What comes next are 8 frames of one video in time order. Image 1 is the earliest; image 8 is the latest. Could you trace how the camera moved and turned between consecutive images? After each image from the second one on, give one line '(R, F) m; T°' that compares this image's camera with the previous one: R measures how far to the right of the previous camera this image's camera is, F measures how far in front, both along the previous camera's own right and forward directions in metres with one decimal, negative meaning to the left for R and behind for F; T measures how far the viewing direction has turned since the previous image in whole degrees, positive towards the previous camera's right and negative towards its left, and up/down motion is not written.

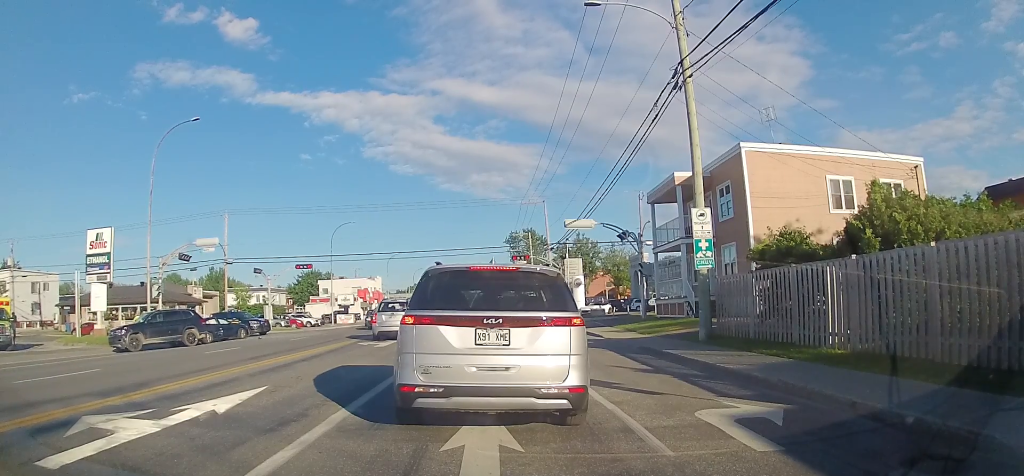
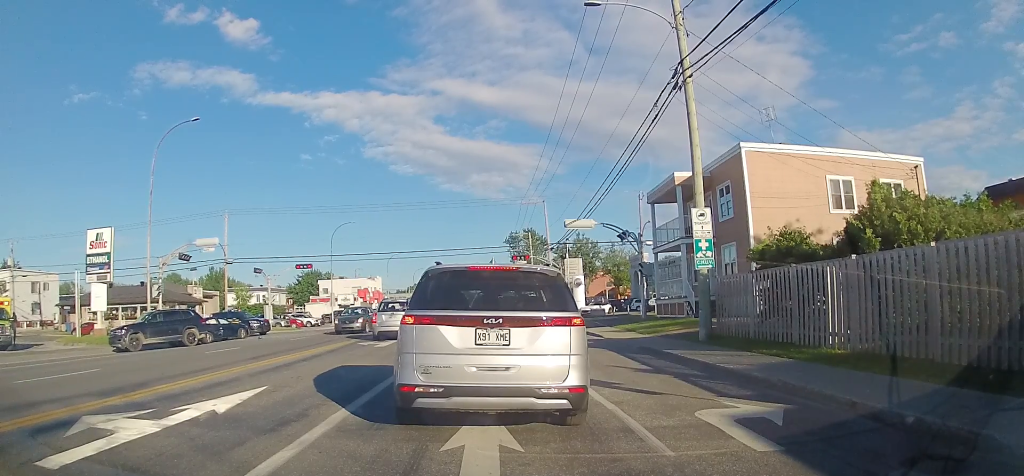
(0.0, 0.0) m; 0°
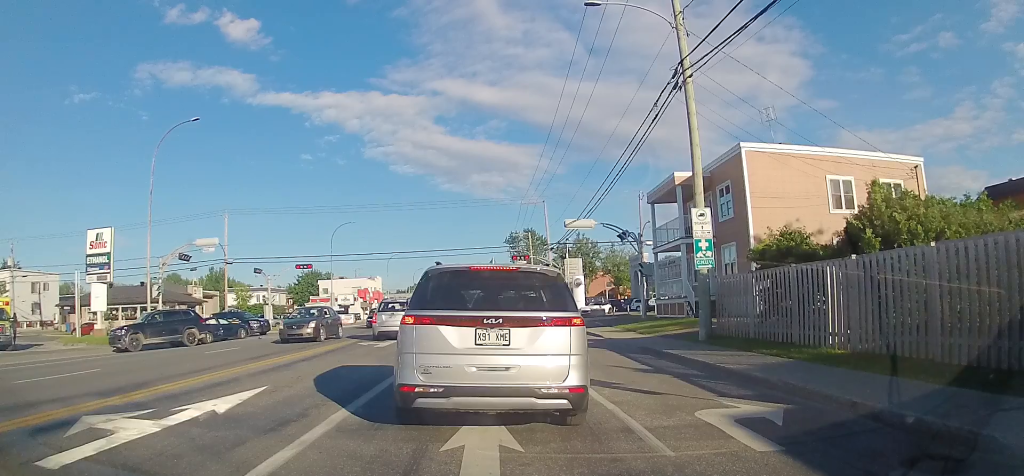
(0.0, 0.0) m; 0°
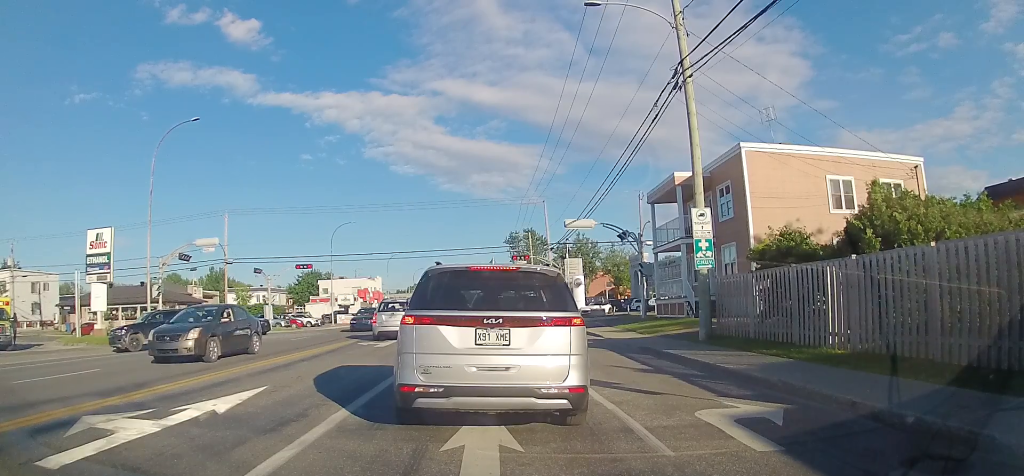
(0.0, 0.0) m; 0°
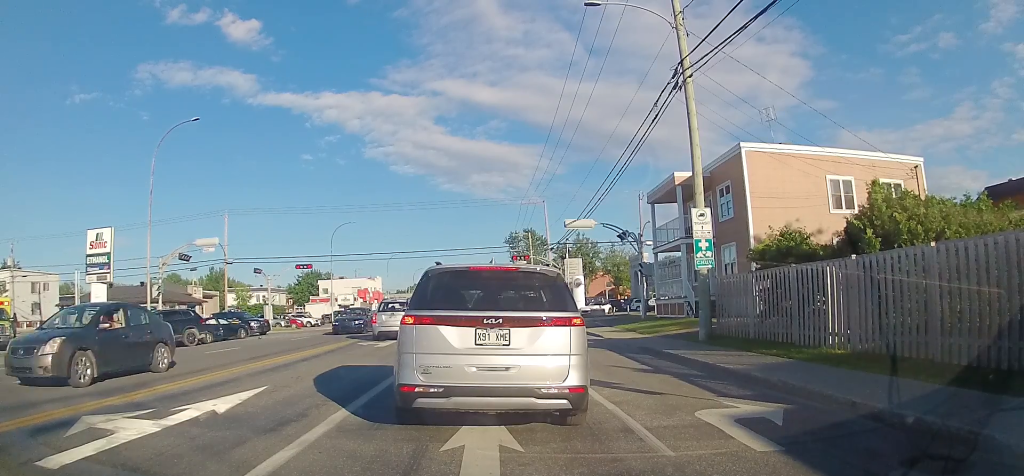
(0.0, 0.0) m; 0°
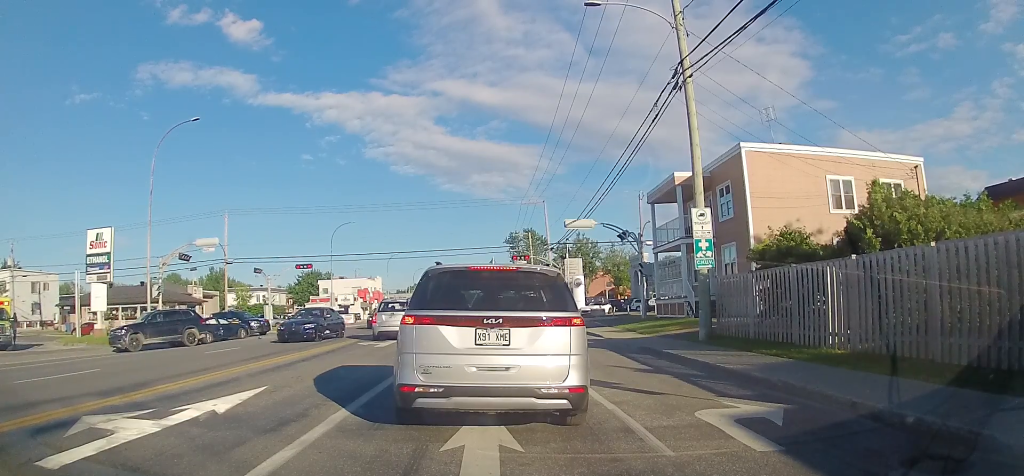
(0.0, 0.0) m; 0°
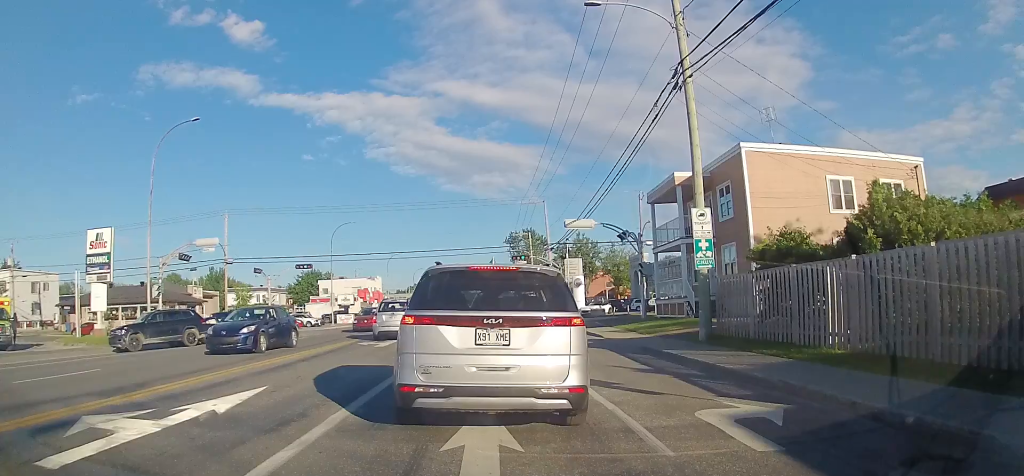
(0.0, 0.0) m; 0°
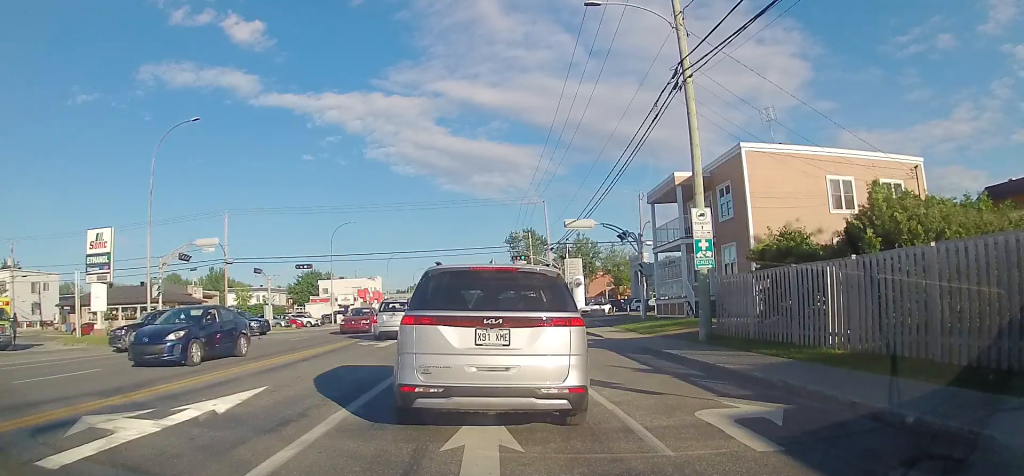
(0.0, 0.0) m; 0°
